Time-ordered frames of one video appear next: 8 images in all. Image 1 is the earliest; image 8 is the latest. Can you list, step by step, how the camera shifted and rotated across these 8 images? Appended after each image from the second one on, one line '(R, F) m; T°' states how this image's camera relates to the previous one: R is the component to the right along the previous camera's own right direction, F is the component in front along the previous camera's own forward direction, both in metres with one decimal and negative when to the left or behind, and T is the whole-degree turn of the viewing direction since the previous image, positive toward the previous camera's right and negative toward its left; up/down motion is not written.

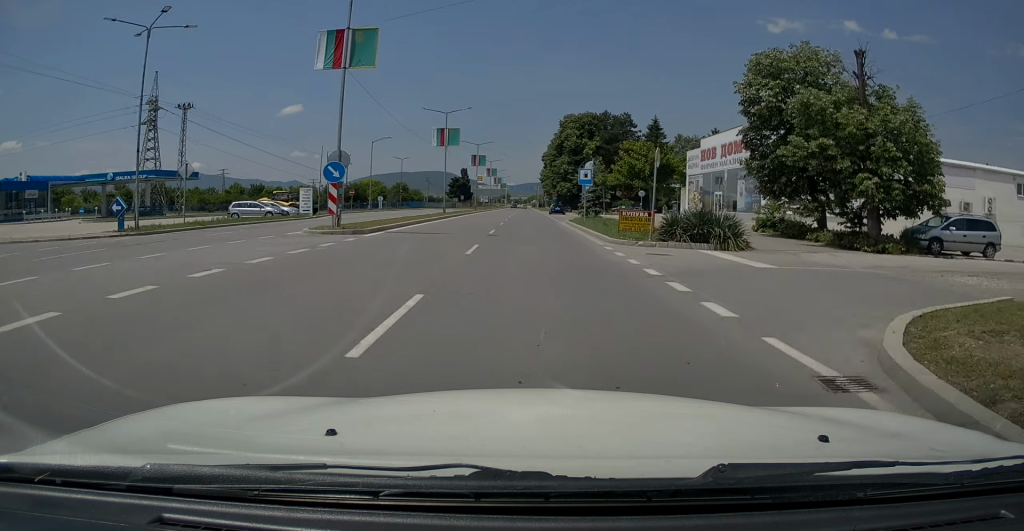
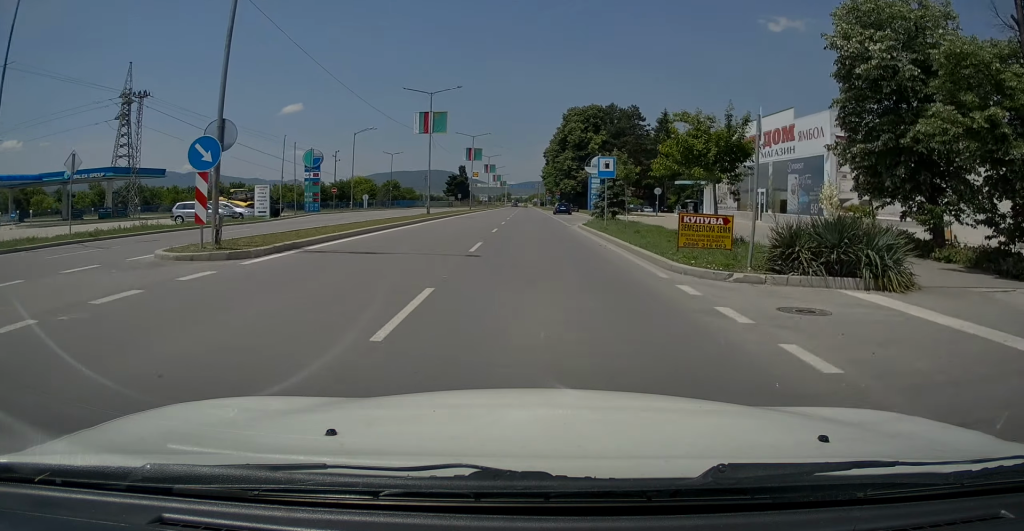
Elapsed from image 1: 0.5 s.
(+0.2, +8.4) m; 0°
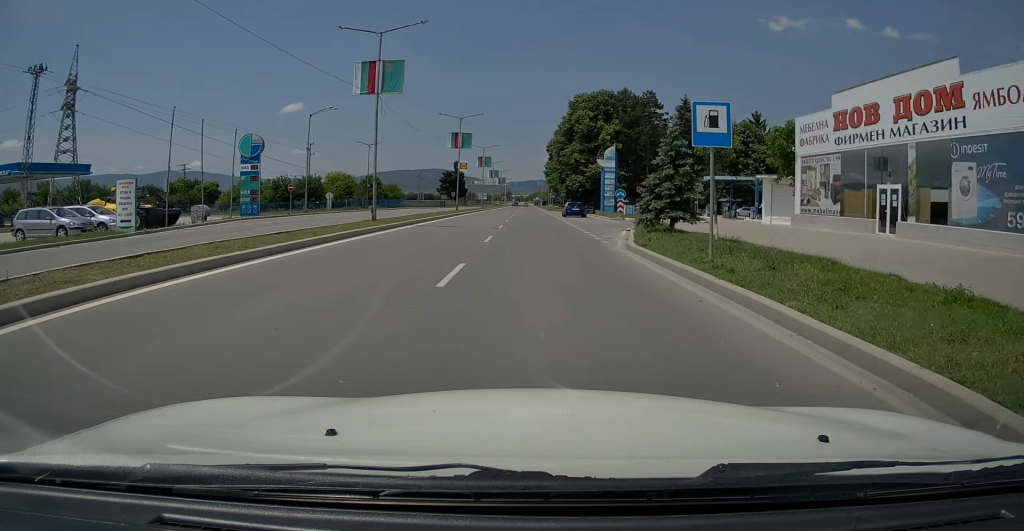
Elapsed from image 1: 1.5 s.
(-0.1, +14.5) m; 0°
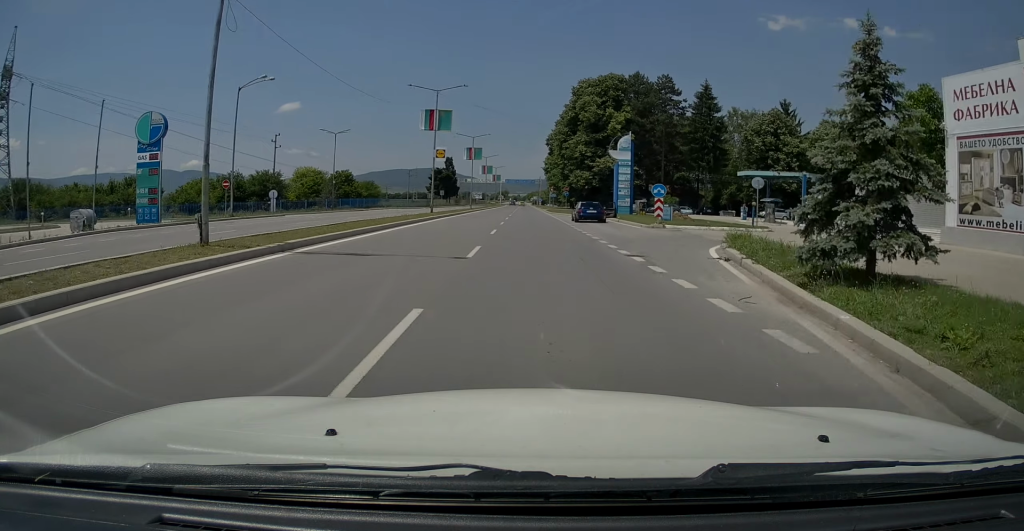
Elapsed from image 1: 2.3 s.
(0.0, +13.5) m; 0°
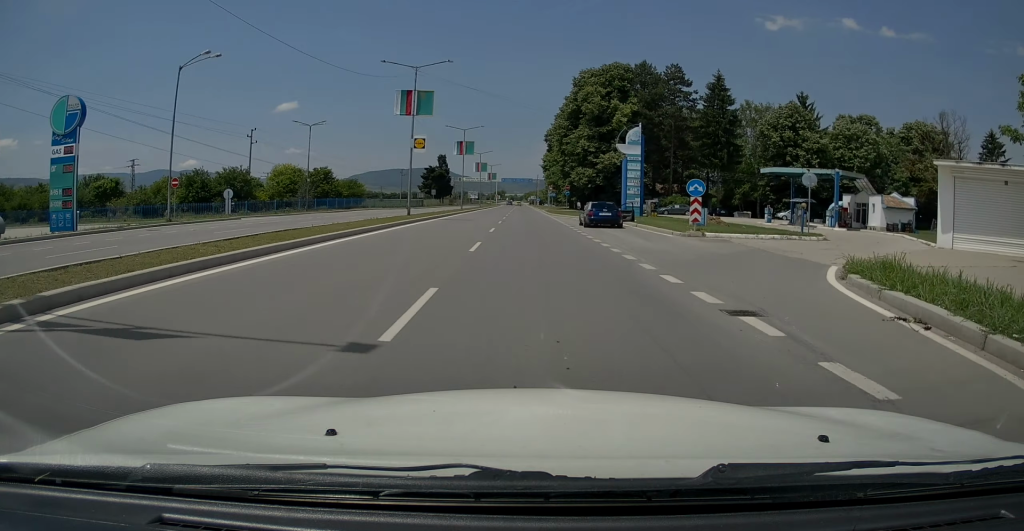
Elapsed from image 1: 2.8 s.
(+0.2, +7.3) m; 0°
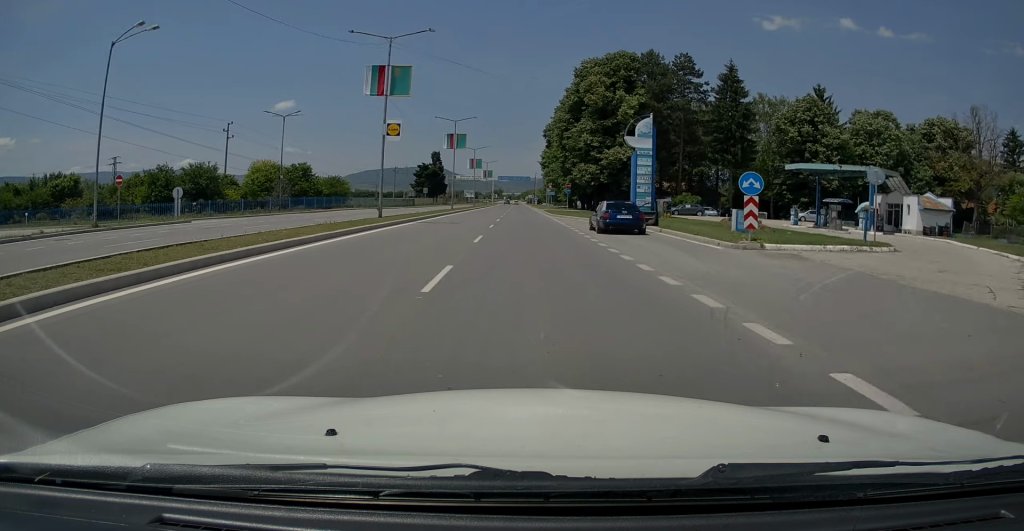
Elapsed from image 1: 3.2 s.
(-0.1, +6.2) m; 0°
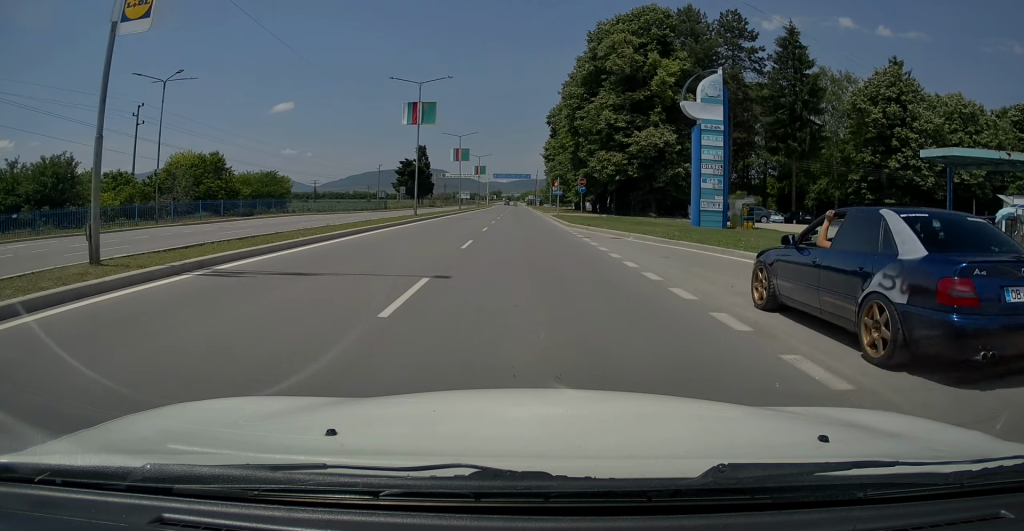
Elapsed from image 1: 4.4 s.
(0.0, +19.2) m; +1°
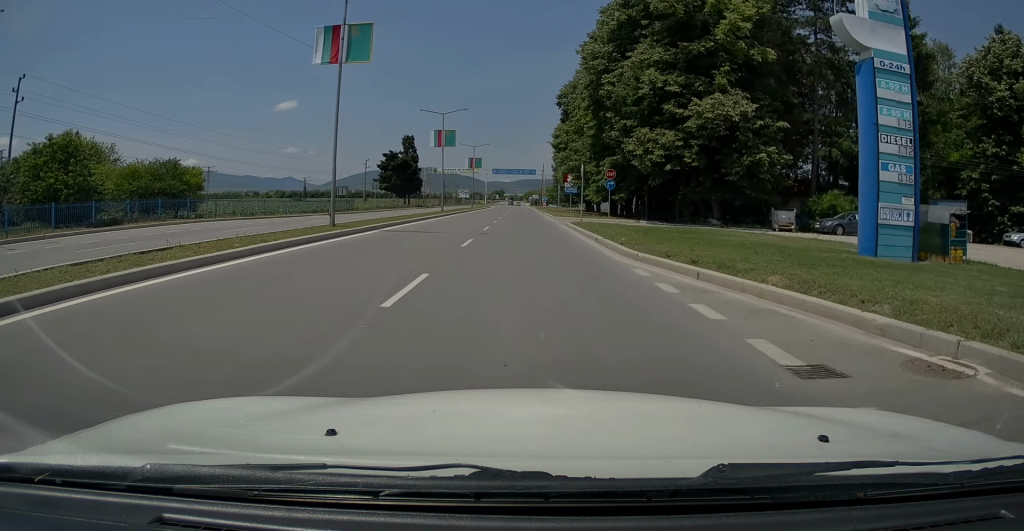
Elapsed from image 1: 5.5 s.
(+0.2, +17.1) m; 0°
